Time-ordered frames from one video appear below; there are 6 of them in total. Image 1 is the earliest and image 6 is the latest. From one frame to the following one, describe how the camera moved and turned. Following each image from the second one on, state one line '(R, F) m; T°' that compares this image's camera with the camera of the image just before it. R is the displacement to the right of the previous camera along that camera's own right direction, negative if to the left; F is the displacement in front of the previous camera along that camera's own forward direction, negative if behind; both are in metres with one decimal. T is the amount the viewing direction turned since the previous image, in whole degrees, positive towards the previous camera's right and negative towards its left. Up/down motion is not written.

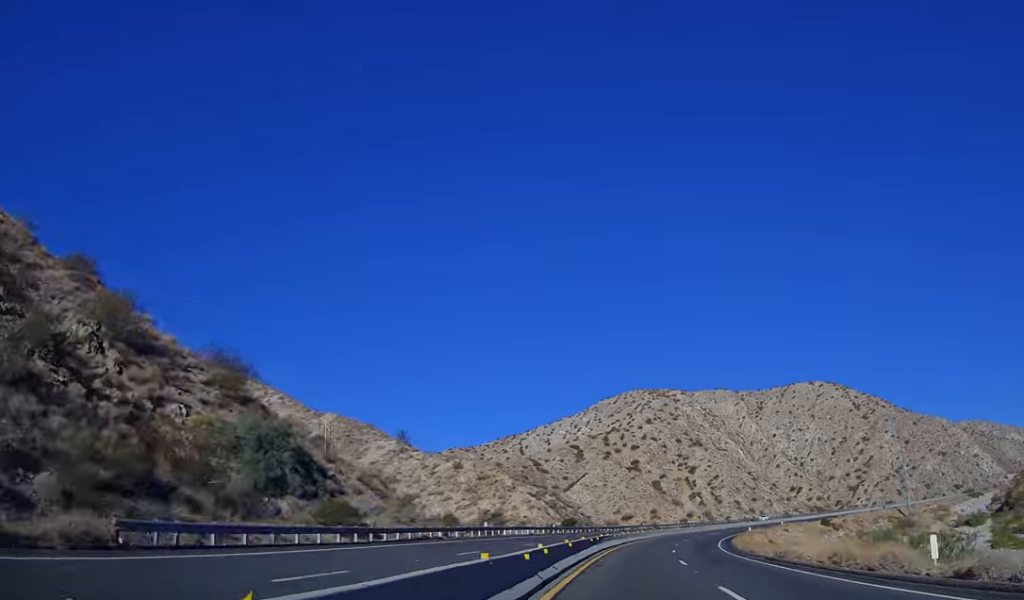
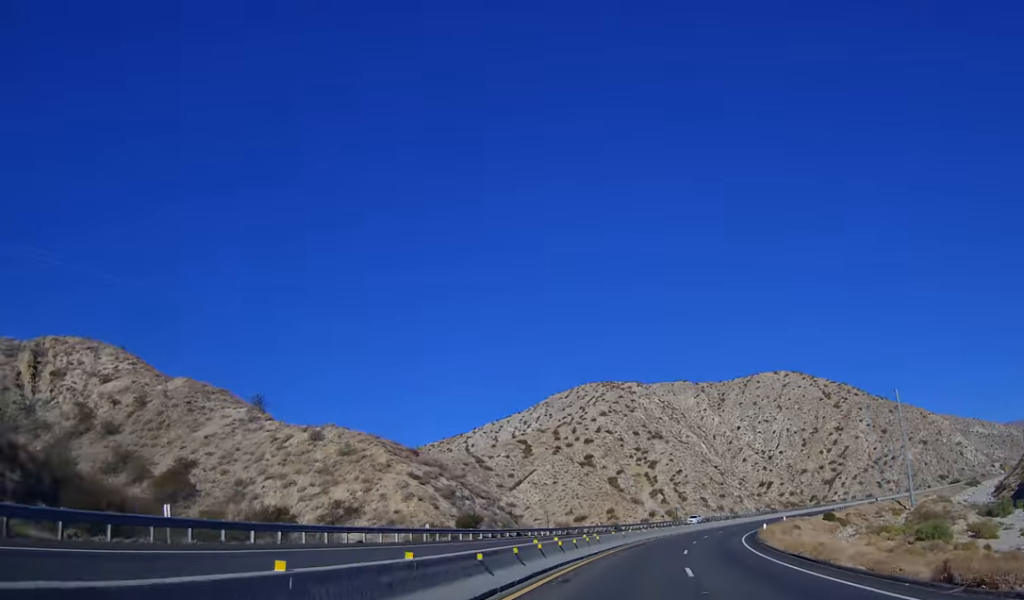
(-0.6, +37.5) m; +1°
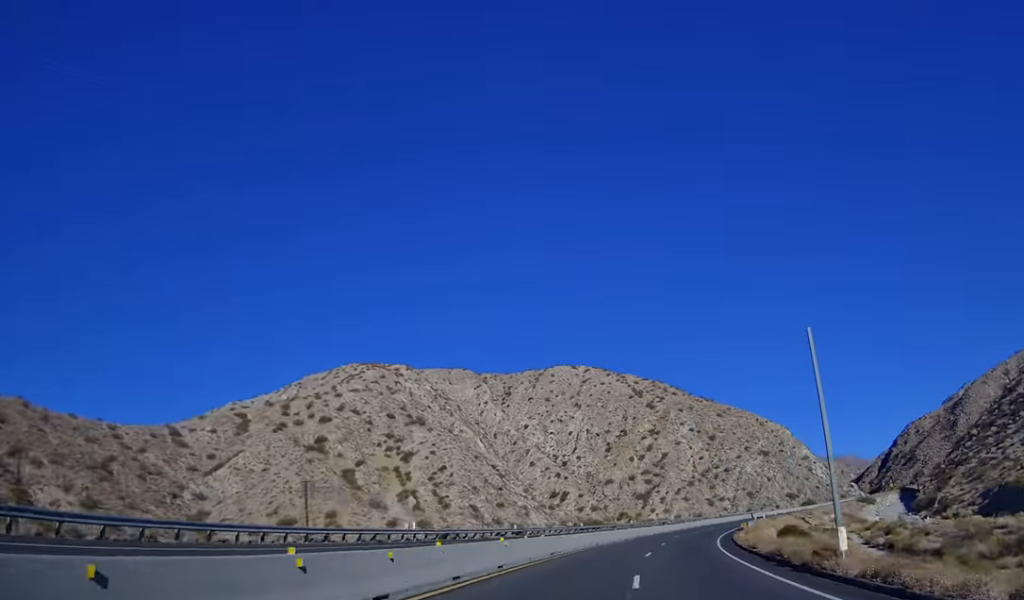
(+9.1, +93.1) m; +13°
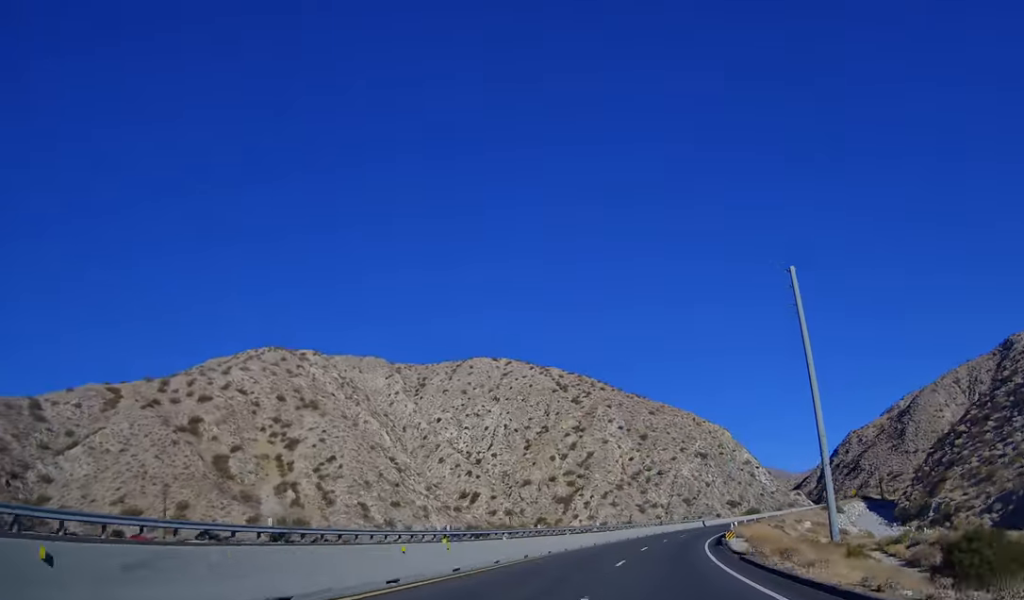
(+2.6, +35.4) m; +8°
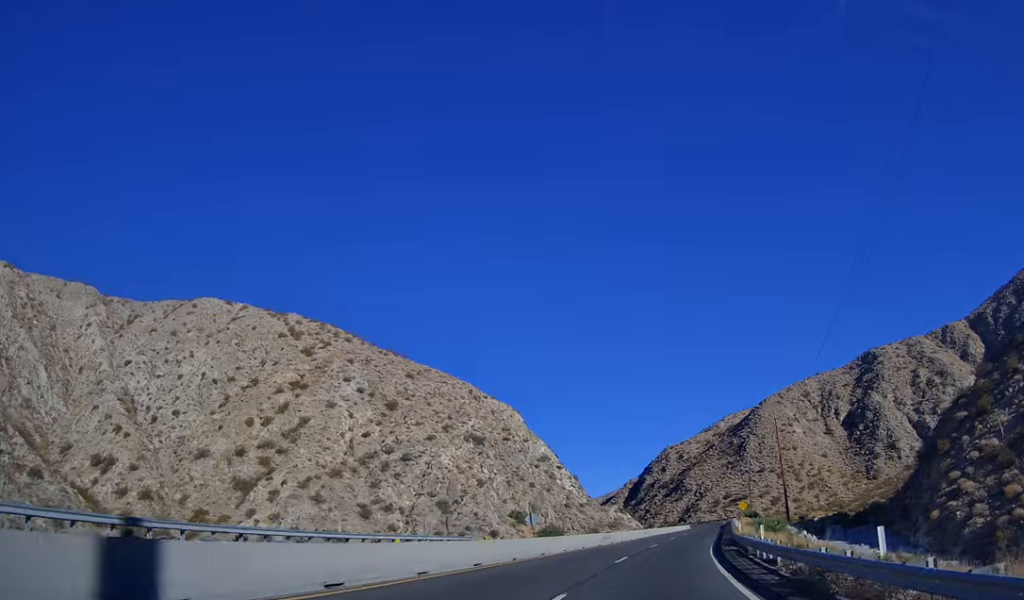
(+17.7, +100.5) m; +17°
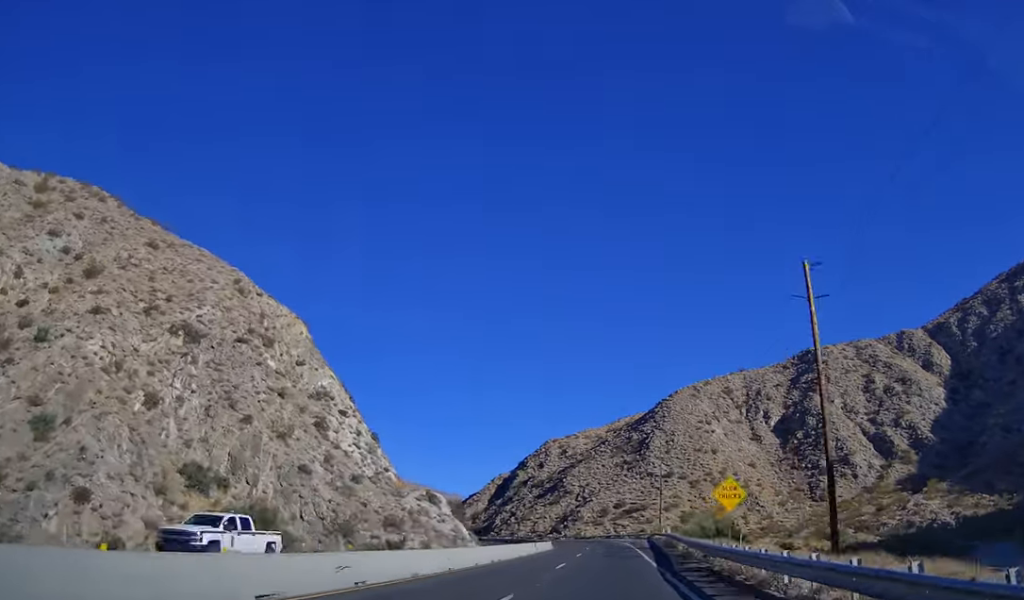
(+9.9, +86.8) m; +14°
